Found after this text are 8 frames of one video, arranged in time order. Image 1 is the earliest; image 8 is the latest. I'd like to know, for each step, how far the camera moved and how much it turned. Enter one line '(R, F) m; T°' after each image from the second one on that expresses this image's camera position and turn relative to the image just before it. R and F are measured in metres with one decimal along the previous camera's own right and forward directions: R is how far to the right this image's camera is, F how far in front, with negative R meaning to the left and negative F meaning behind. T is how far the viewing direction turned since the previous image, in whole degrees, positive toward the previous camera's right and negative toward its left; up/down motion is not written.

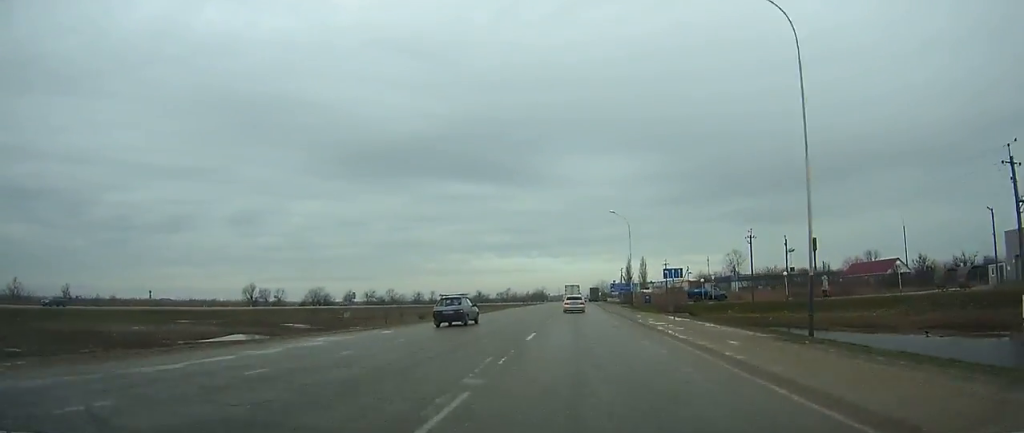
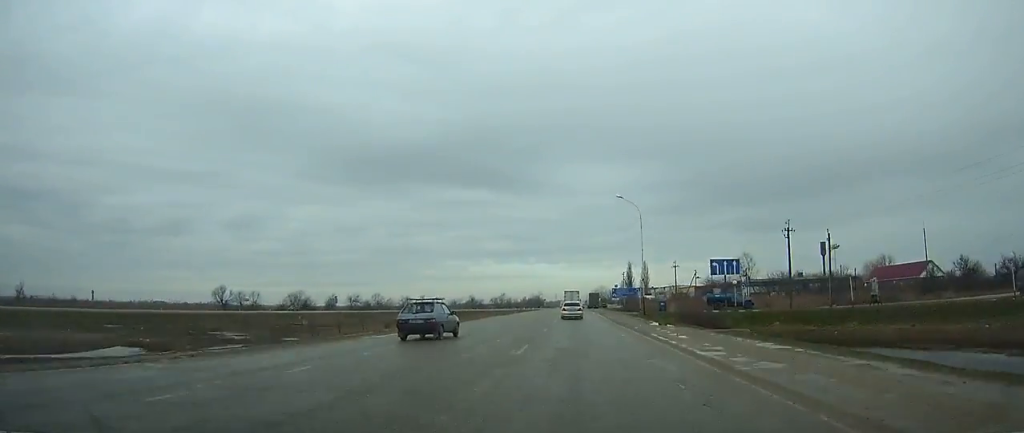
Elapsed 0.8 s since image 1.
(0.0, +14.3) m; 0°
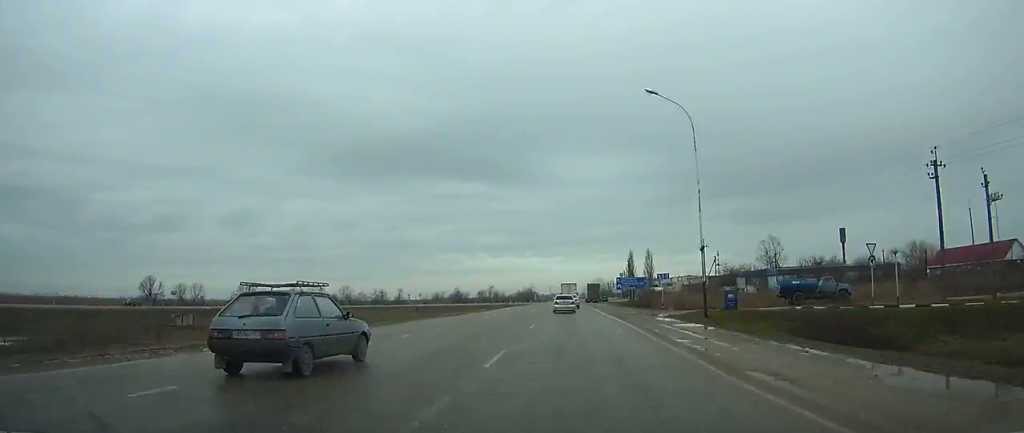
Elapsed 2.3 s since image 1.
(+0.1, +27.7) m; 0°
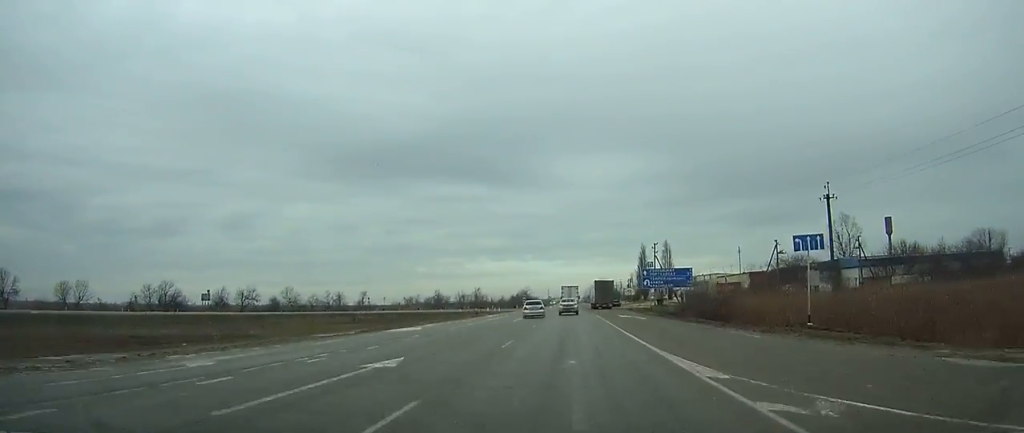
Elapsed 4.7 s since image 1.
(+0.1, +42.2) m; 0°
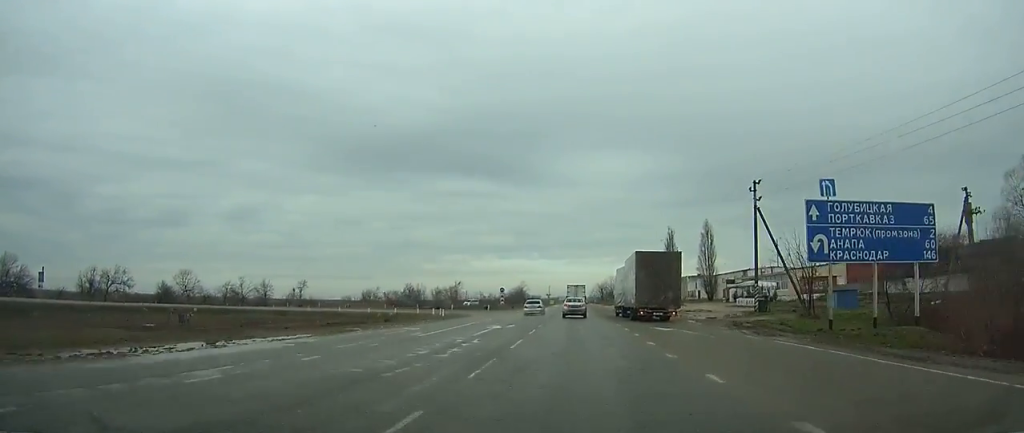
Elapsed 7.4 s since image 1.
(0.0, +48.9) m; 0°
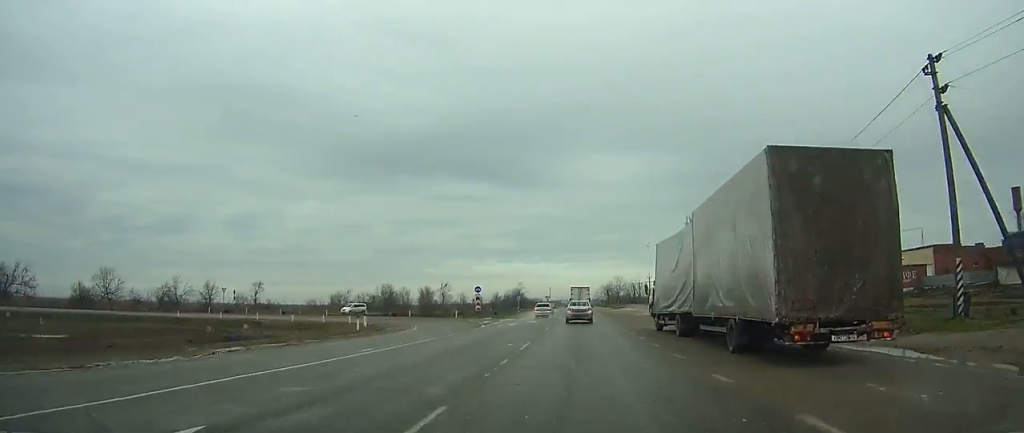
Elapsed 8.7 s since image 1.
(0.0, +23.7) m; 0°
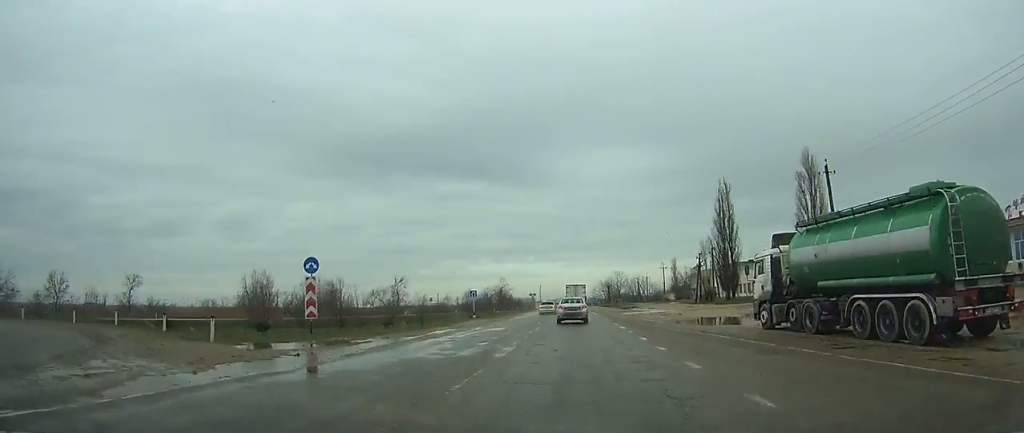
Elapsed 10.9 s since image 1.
(+0.1, +38.3) m; 0°
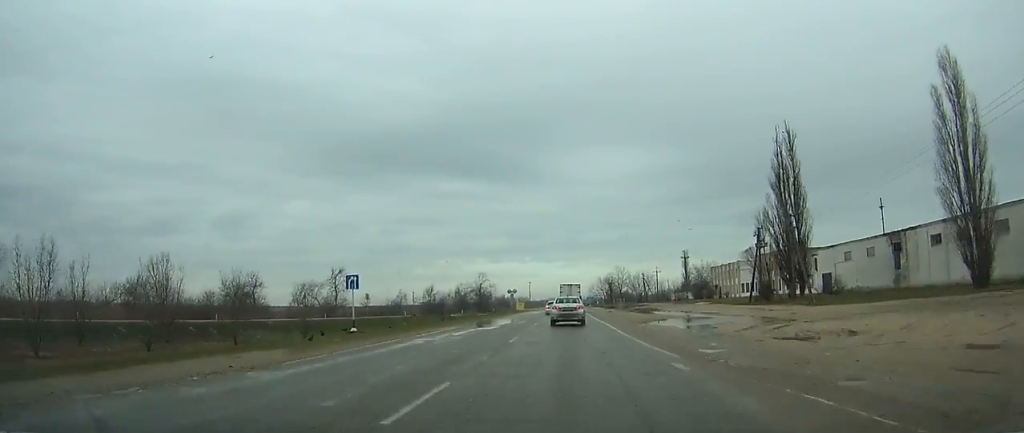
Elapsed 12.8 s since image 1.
(-0.2, +31.9) m; 0°
